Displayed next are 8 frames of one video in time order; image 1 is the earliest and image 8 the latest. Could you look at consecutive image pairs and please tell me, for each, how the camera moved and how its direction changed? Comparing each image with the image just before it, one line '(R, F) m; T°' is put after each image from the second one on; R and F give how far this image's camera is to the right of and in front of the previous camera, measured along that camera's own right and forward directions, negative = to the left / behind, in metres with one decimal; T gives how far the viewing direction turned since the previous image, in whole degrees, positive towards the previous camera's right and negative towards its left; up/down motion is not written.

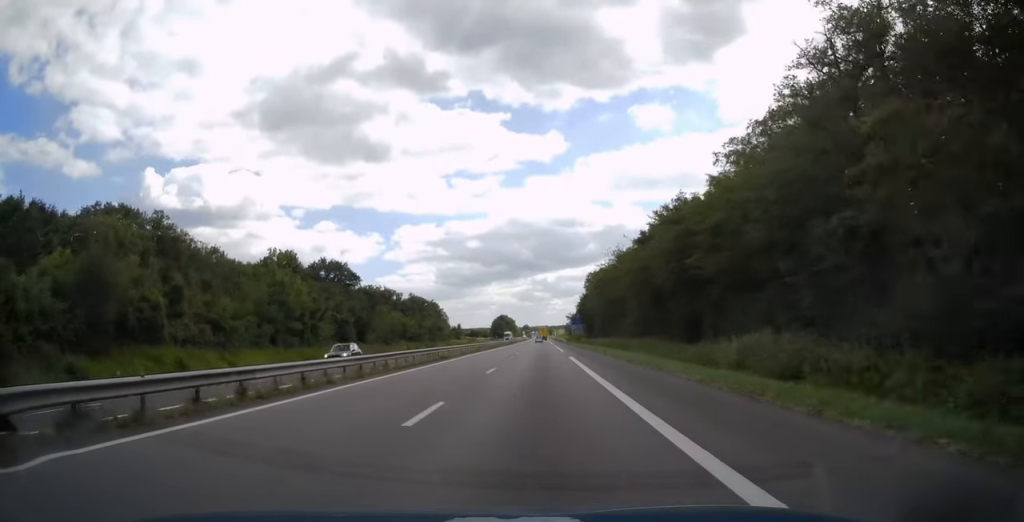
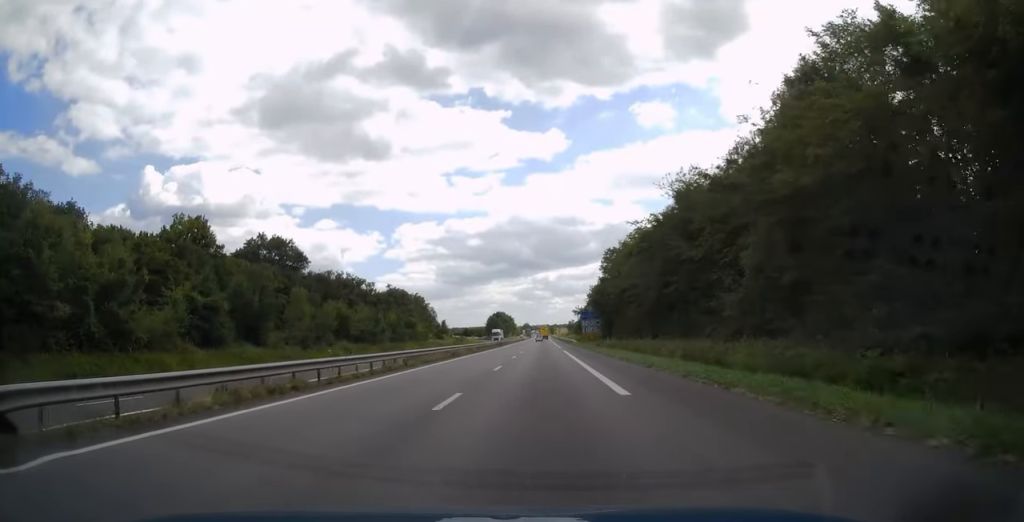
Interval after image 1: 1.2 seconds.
(0.0, +36.8) m; 0°
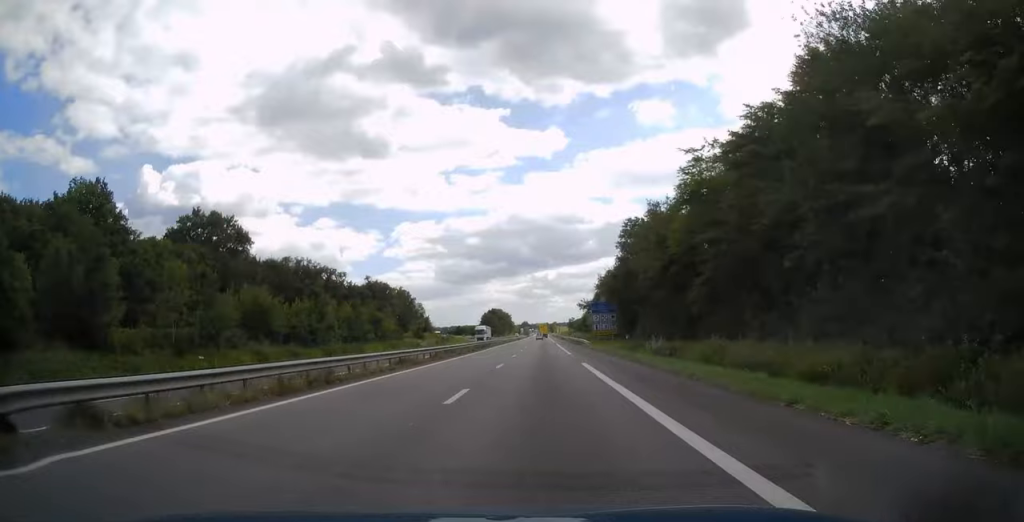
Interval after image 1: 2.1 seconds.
(0.0, +25.0) m; 0°
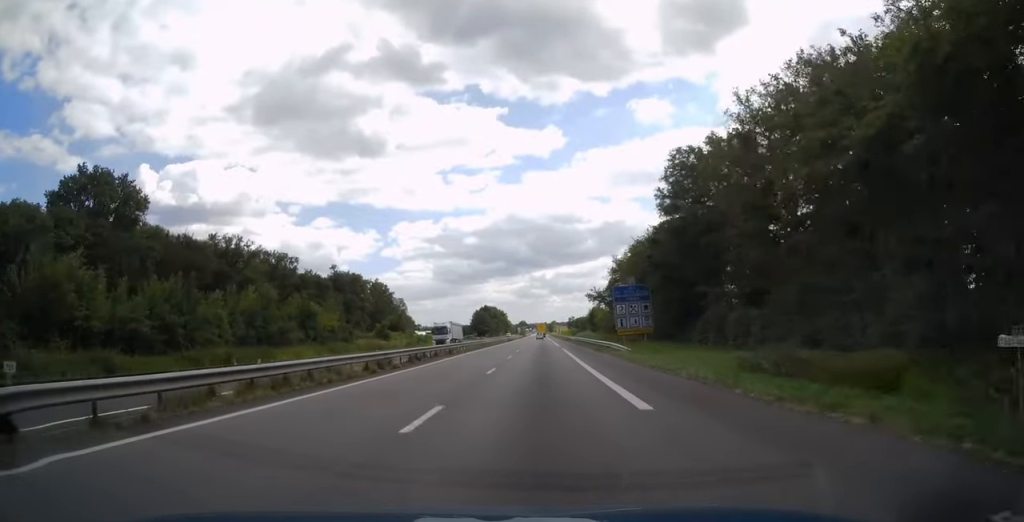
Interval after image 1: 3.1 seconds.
(+0.1, +29.4) m; 0°
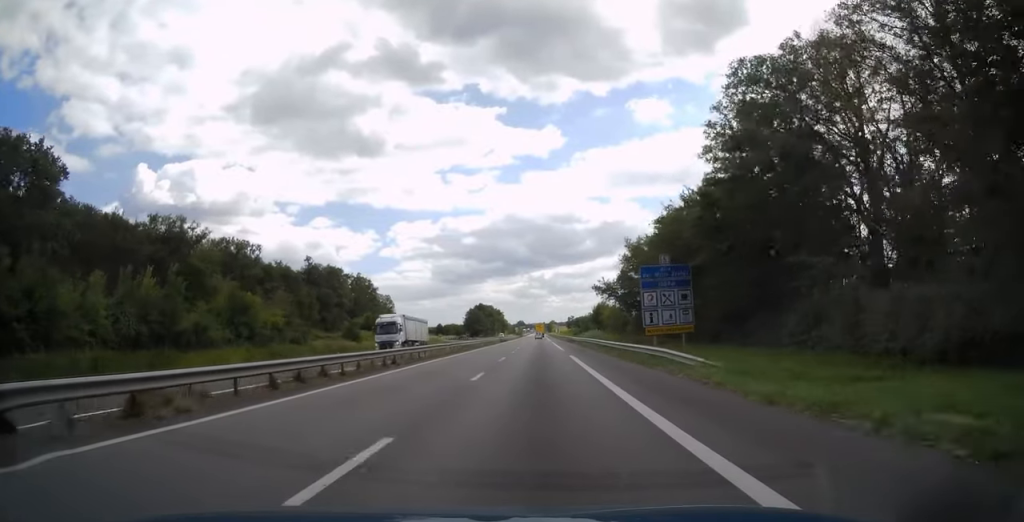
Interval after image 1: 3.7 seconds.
(0.0, +16.7) m; 0°
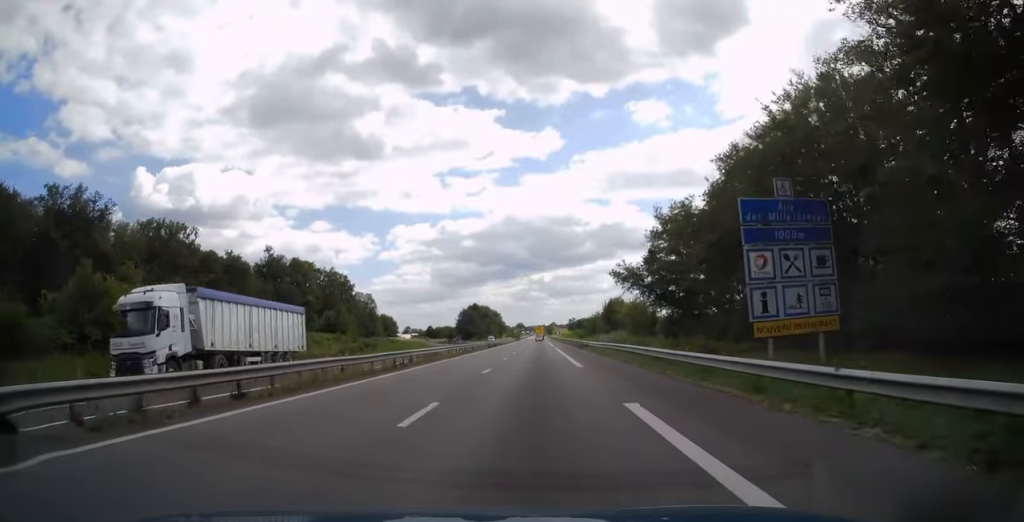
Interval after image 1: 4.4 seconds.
(-0.1, +21.6) m; 0°
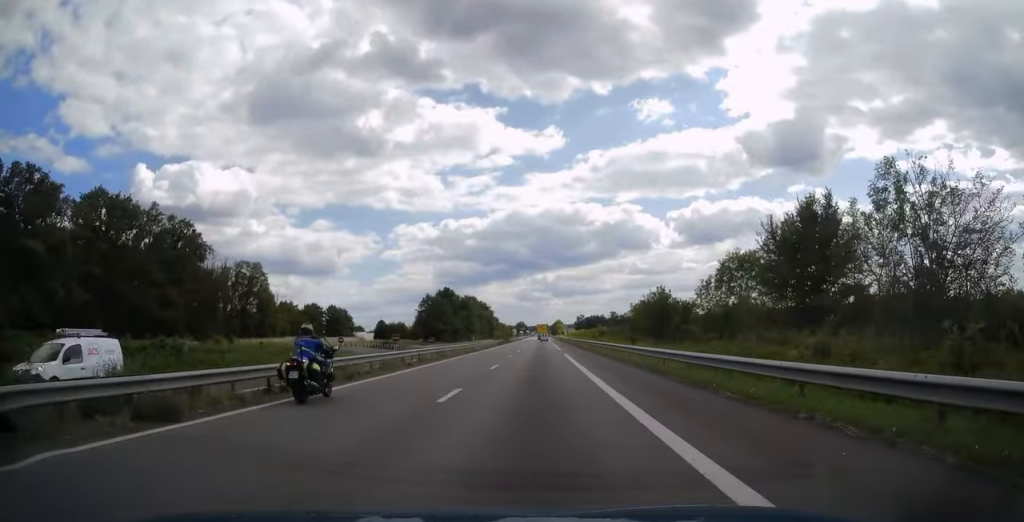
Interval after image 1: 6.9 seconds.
(-0.1, +74.0) m; 0°
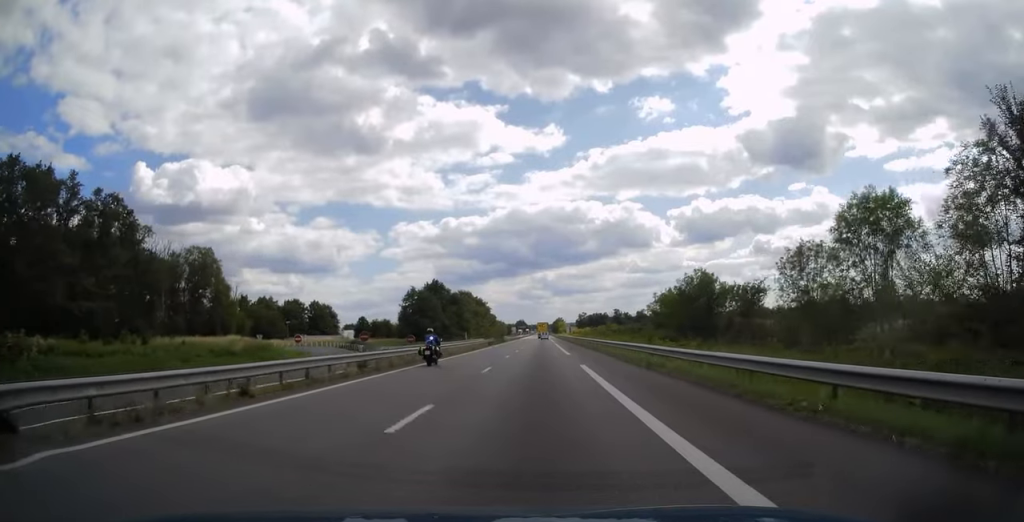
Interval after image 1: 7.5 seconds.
(0.0, +17.1) m; 0°
